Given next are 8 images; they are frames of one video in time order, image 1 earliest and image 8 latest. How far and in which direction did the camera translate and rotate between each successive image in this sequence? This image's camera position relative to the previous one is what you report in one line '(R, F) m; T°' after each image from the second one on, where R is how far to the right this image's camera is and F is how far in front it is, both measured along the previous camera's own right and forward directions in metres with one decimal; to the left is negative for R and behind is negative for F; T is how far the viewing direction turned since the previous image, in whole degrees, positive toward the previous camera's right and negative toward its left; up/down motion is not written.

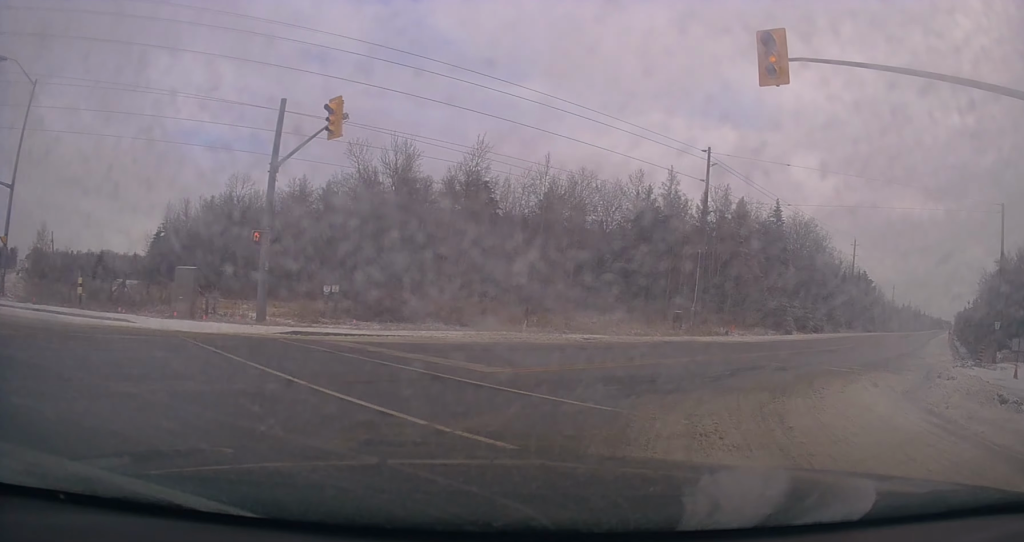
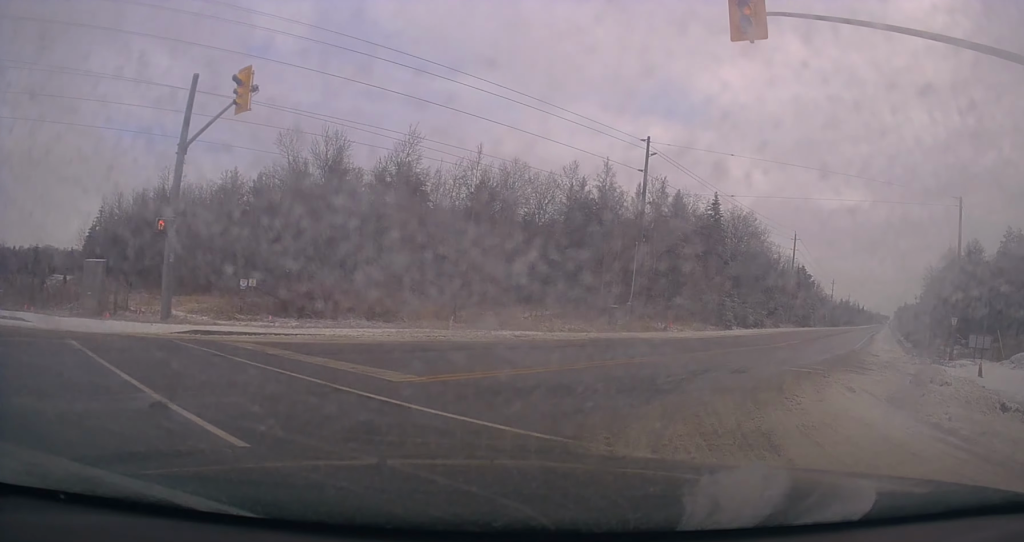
(-0.2, +1.8) m; +3°
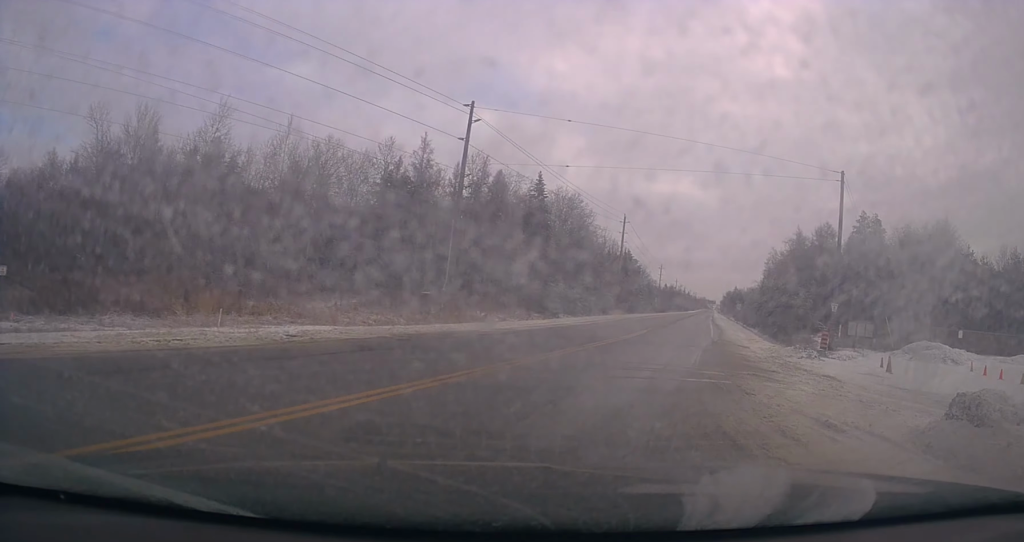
(+0.7, +4.9) m; +17°
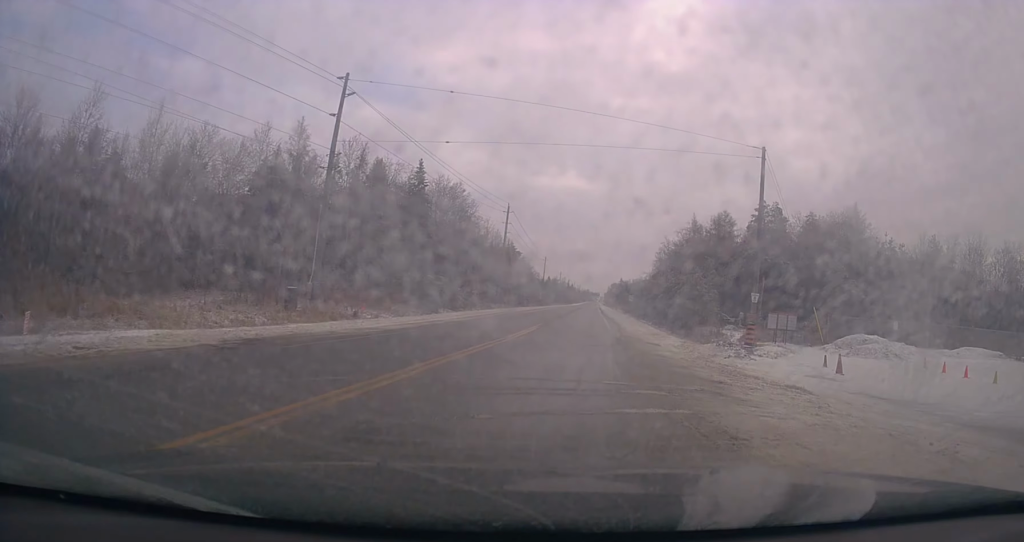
(+0.2, +4.0) m; +10°
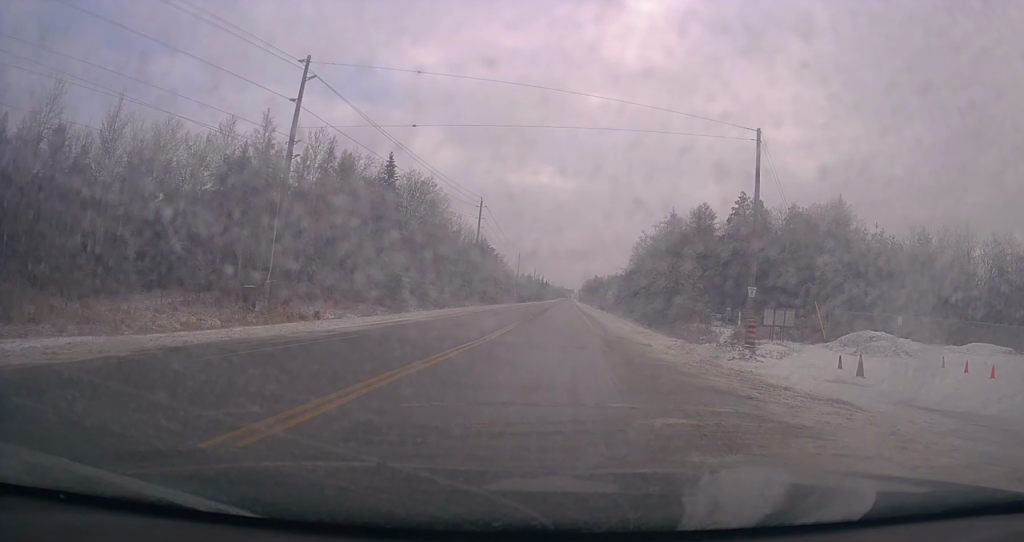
(+0.1, +2.4) m; +5°
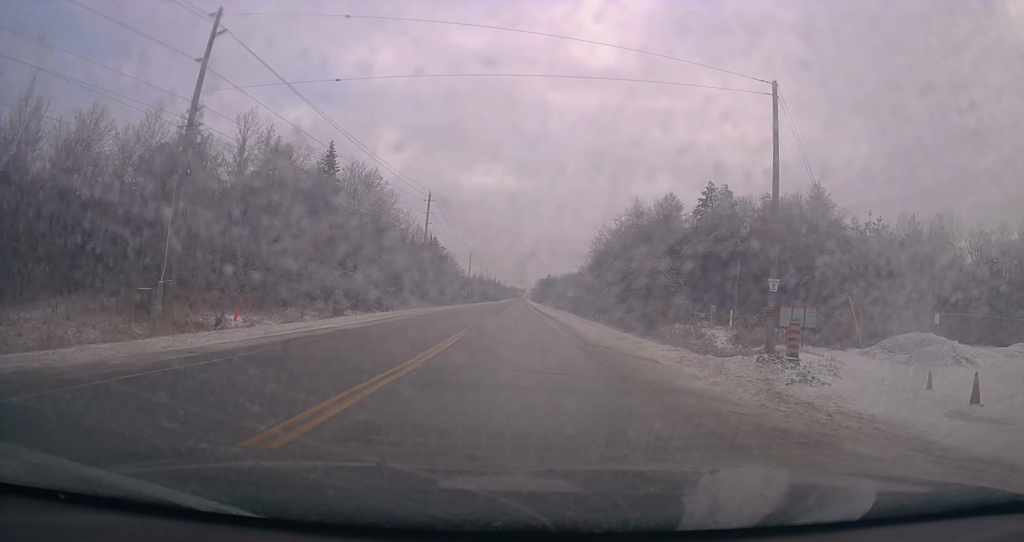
(+0.7, +6.0) m; +9°
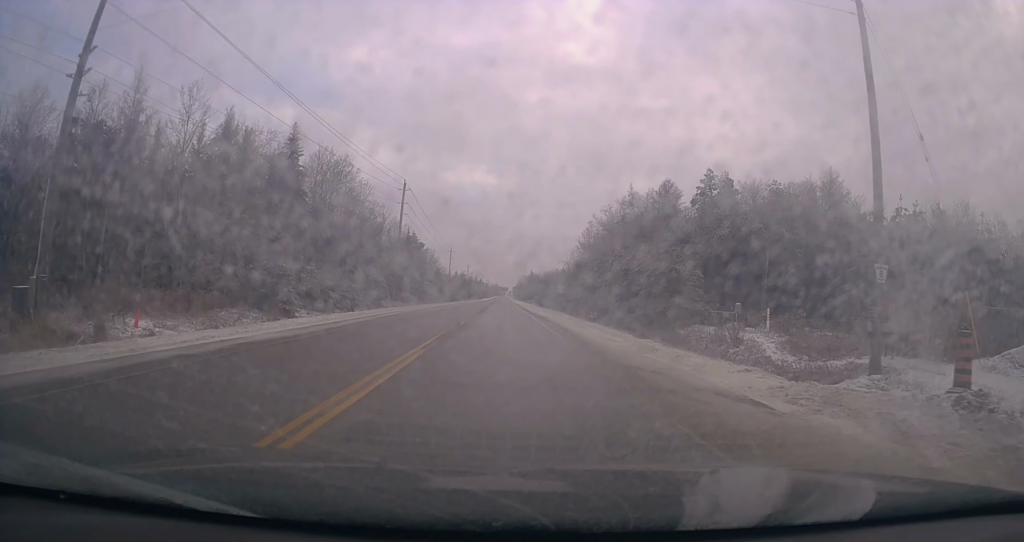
(+0.3, +6.8) m; -1°
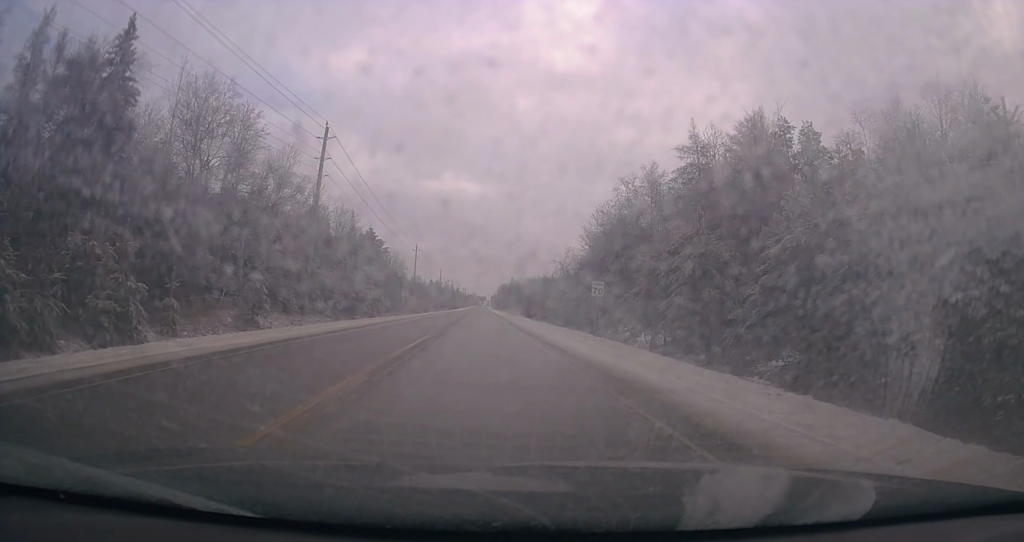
(+0.5, +28.9) m; +2°
